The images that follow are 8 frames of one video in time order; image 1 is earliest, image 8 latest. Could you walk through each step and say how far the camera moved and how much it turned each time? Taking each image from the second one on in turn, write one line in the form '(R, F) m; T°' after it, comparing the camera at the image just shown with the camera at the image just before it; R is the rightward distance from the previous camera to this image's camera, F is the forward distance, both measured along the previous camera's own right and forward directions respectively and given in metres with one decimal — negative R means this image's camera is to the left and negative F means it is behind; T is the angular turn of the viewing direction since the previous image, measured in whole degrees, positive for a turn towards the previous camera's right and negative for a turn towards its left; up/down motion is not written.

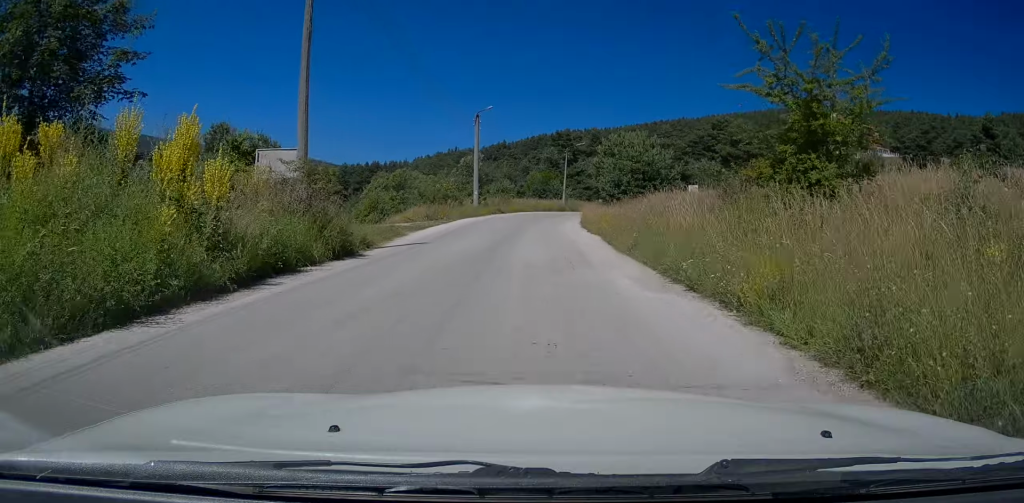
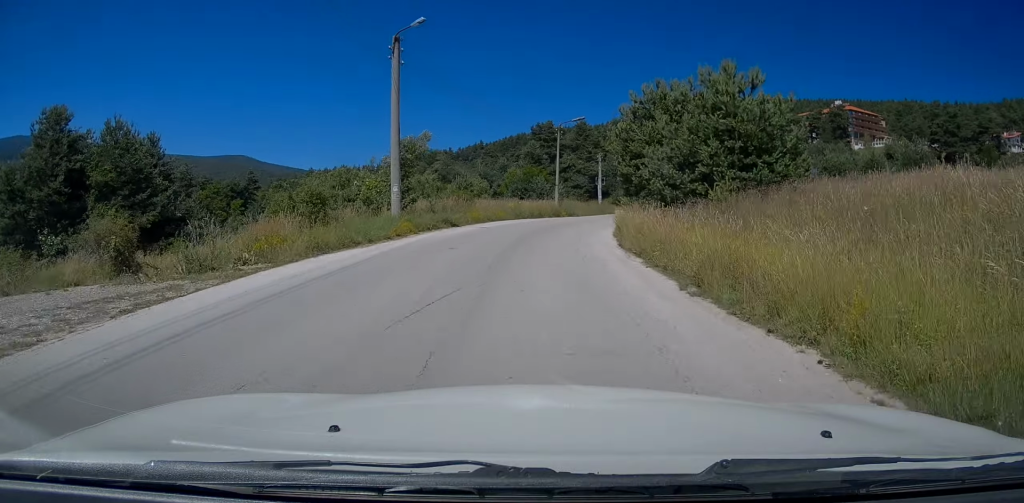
(0.0, +22.7) m; +2°
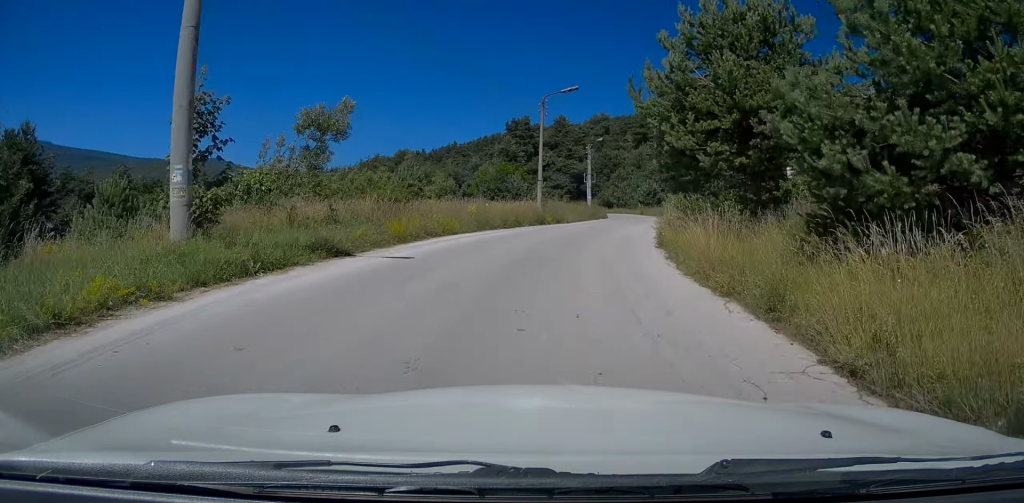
(+0.8, +13.5) m; +5°
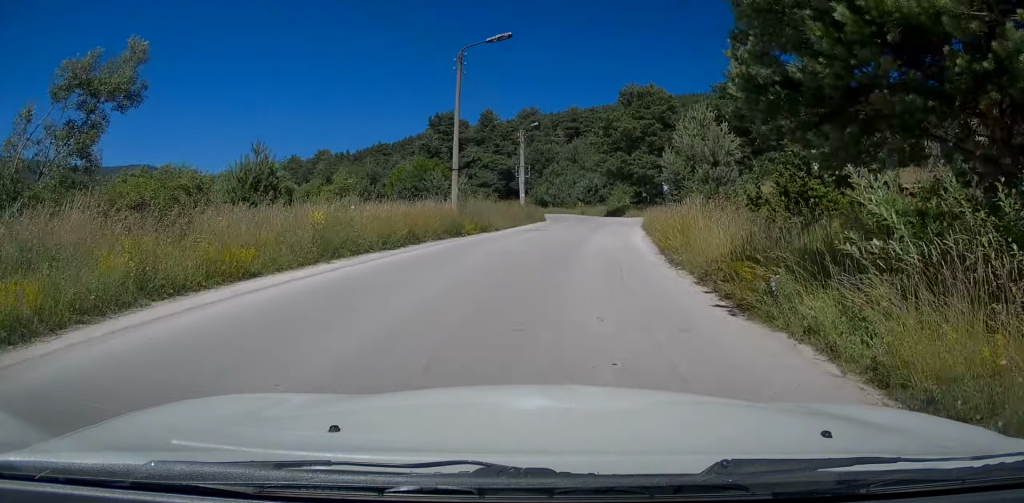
(+0.2, +11.5) m; +5°
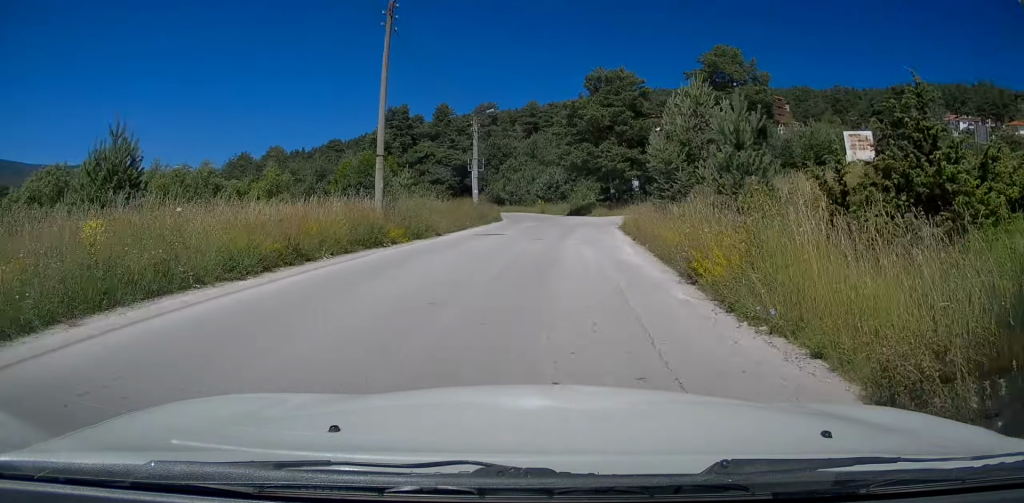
(+0.3, +6.1) m; +2°
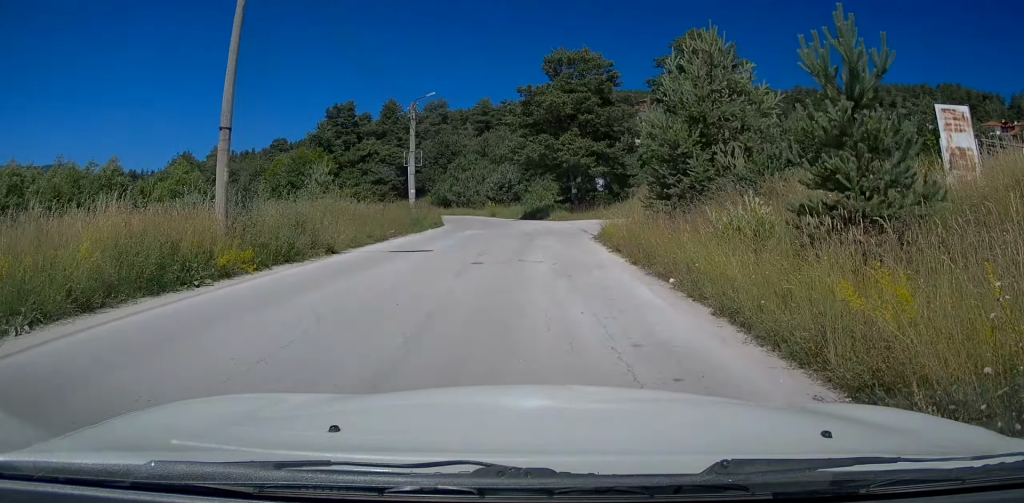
(+0.3, +7.2) m; +2°
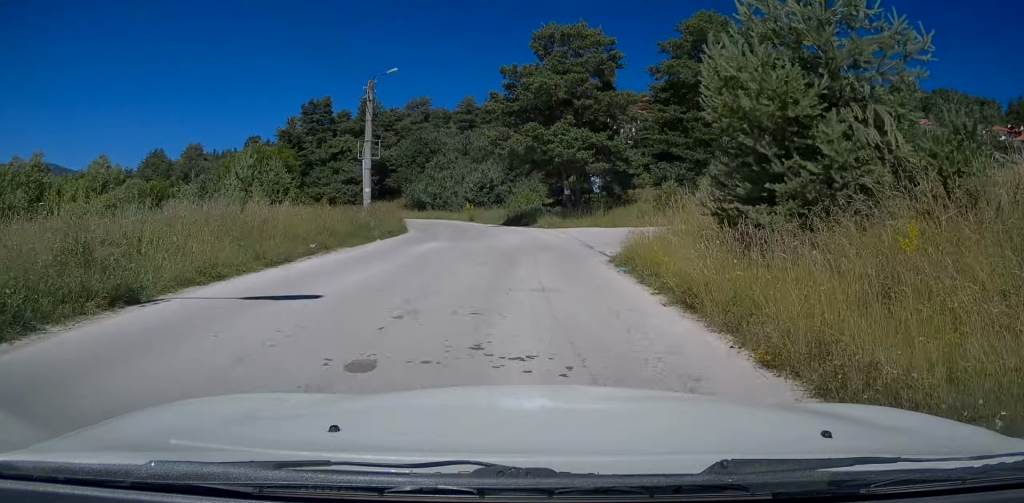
(0.0, +7.3) m; 0°
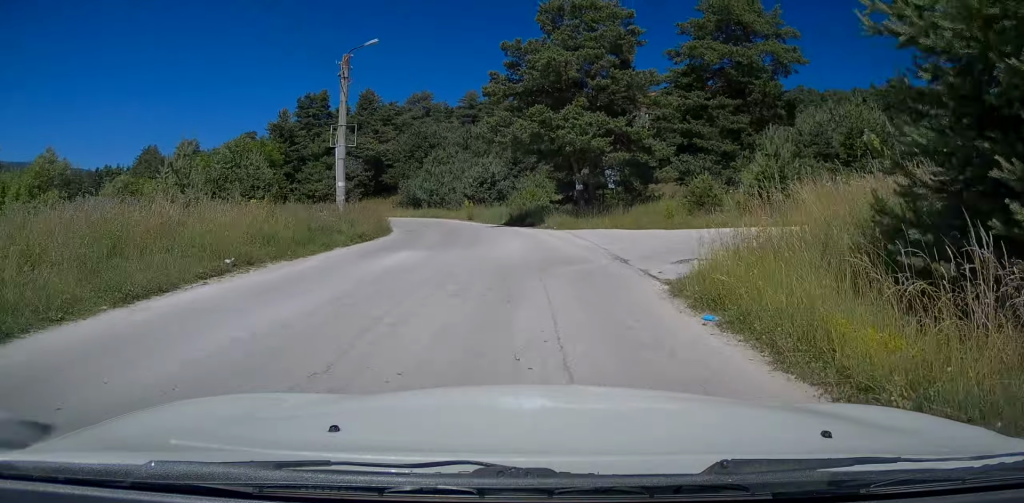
(0.0, +5.0) m; 0°
